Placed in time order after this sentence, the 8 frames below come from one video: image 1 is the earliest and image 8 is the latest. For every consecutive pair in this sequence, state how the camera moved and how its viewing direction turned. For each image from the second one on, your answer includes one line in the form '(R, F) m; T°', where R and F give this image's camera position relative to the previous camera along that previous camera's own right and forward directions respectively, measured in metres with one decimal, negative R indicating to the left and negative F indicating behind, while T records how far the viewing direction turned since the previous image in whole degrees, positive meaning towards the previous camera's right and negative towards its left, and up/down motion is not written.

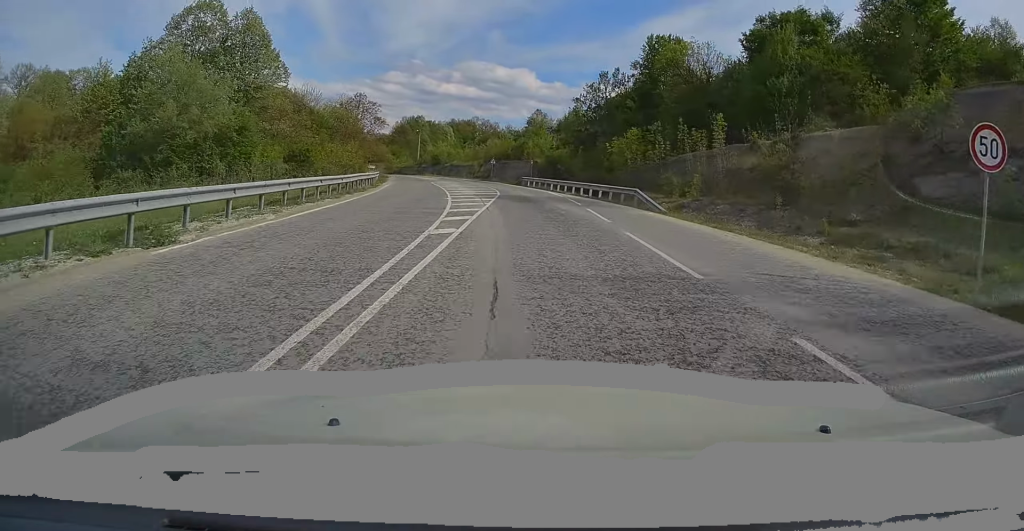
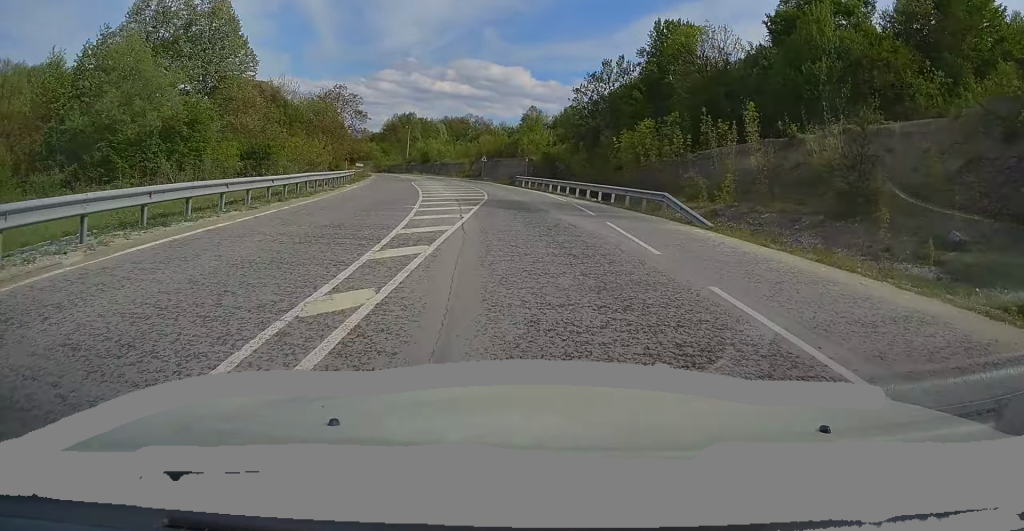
(+0.1, +6.8) m; 0°
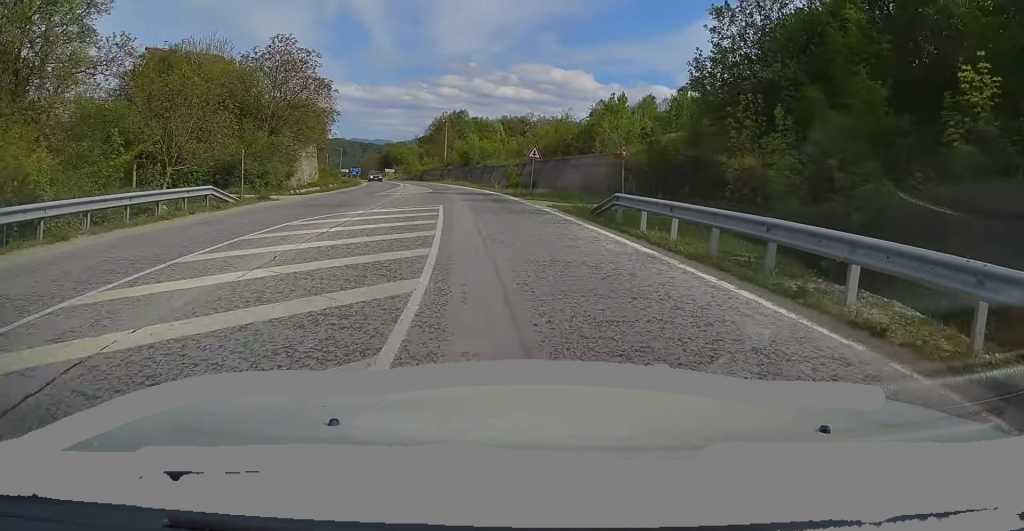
(-0.9, +32.5) m; -6°
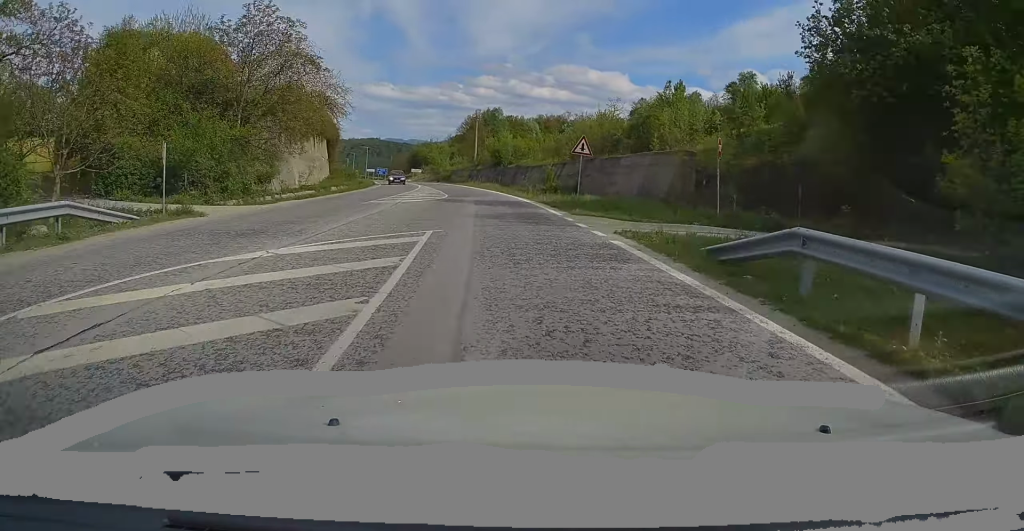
(-0.5, +9.4) m; -3°
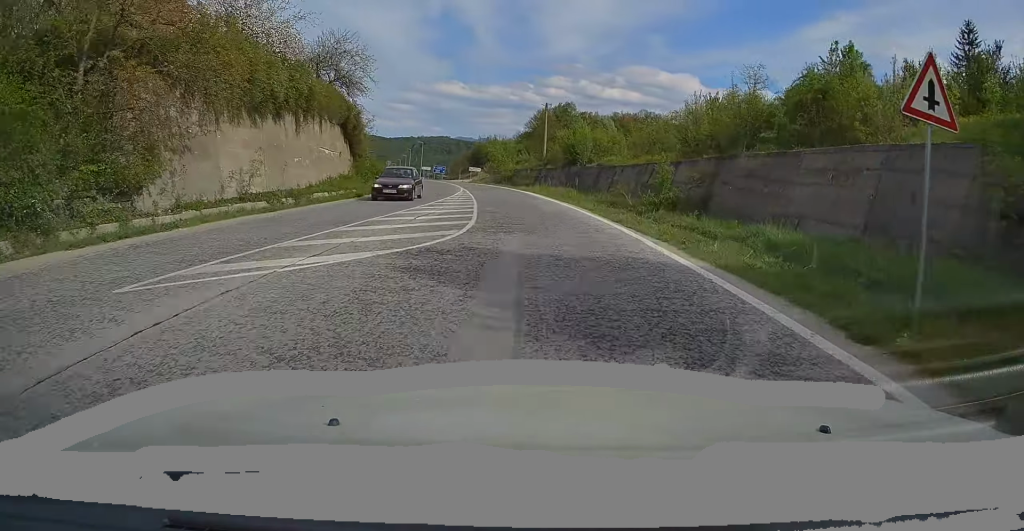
(-0.8, +18.4) m; -5°
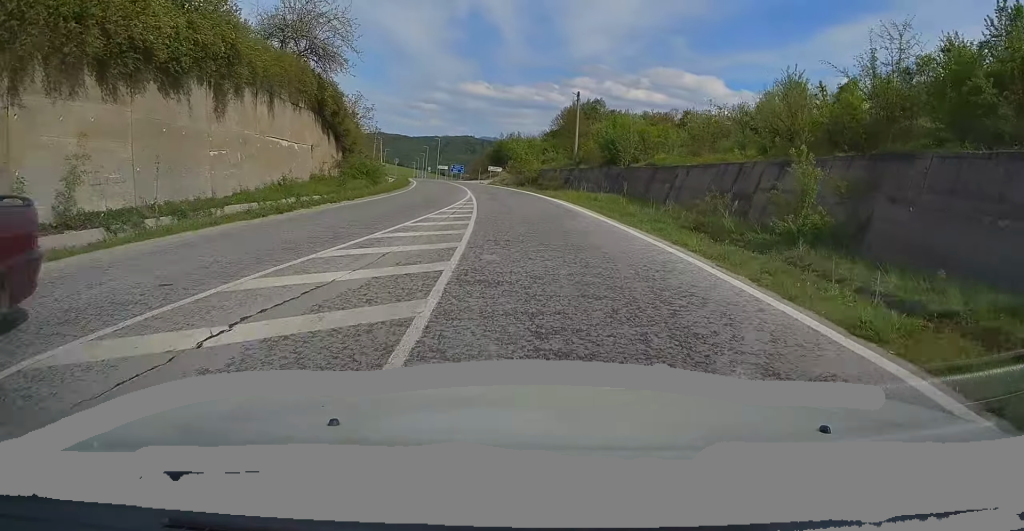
(-0.3, +12.1) m; -2°
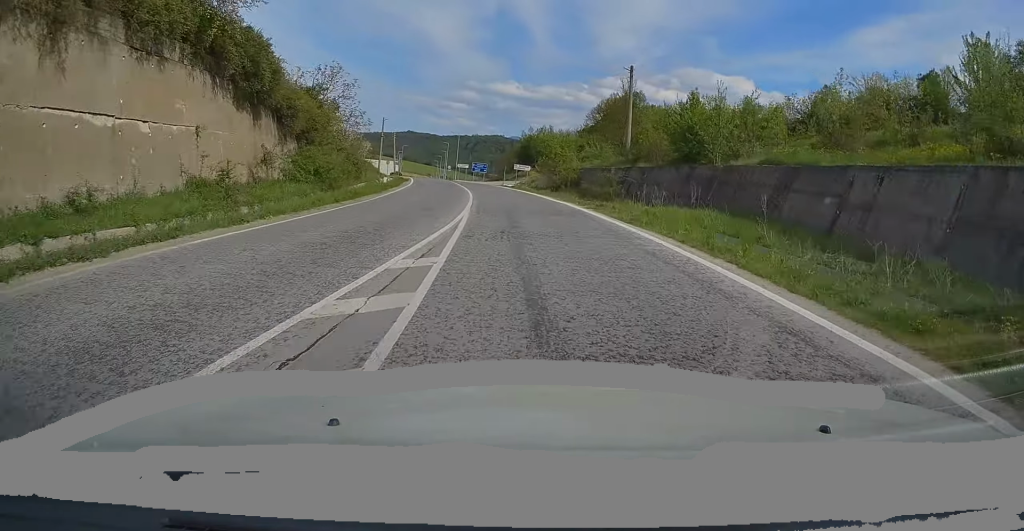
(-0.5, +16.9) m; -3°
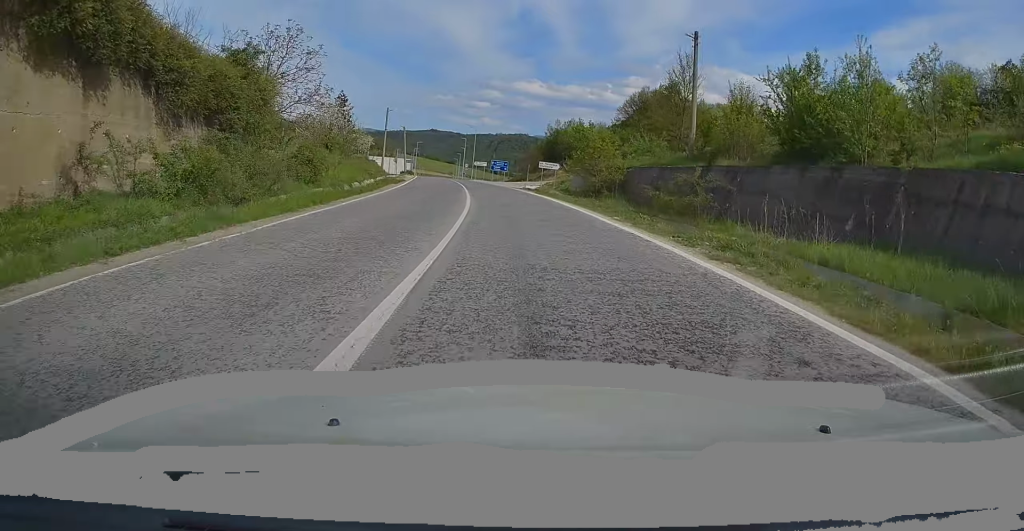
(-0.1, +13.3) m; -2°
